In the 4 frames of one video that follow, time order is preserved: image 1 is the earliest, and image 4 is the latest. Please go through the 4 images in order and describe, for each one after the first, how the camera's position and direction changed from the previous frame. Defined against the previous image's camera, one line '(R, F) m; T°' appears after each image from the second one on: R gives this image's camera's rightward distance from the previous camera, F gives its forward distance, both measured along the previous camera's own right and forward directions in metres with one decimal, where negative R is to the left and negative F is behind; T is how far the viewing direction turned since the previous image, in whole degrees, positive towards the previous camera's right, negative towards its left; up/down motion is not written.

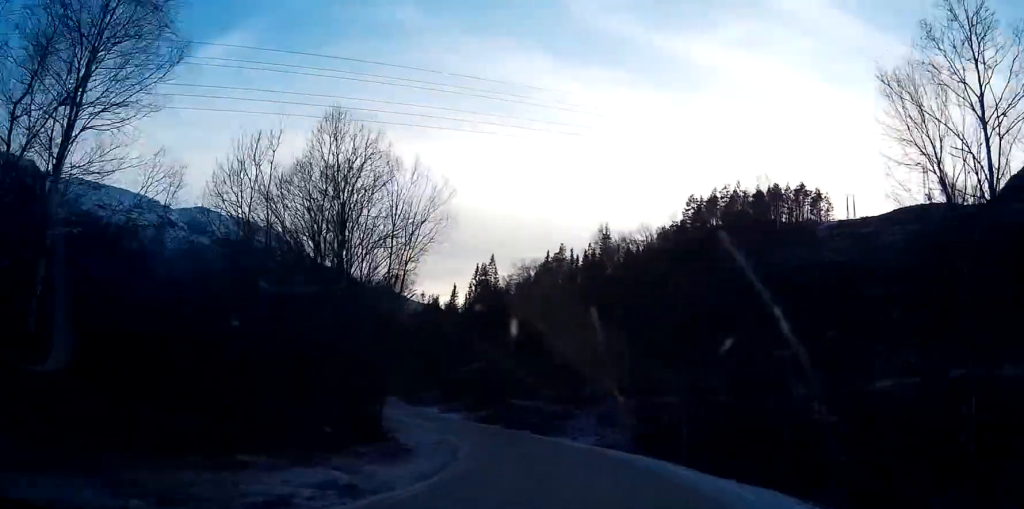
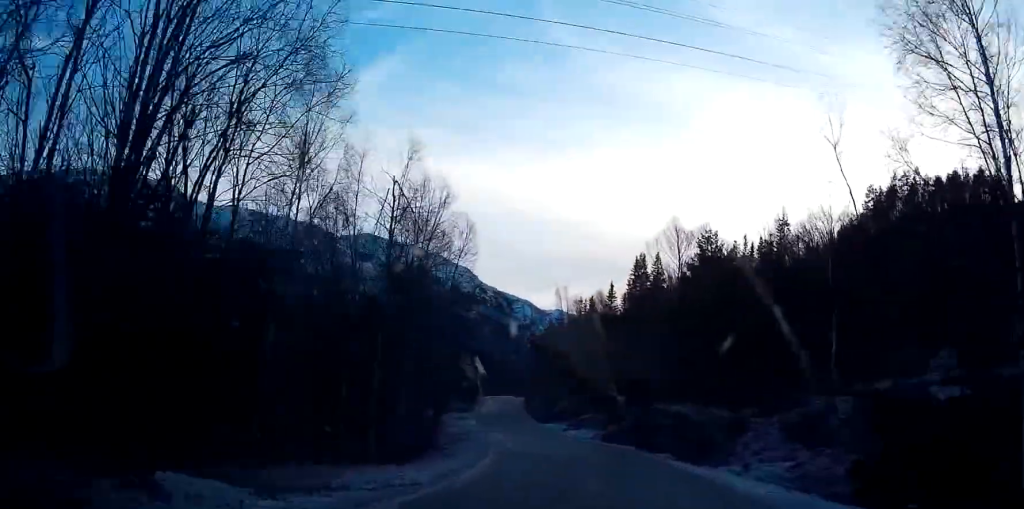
(-2.5, +23.4) m; -12°
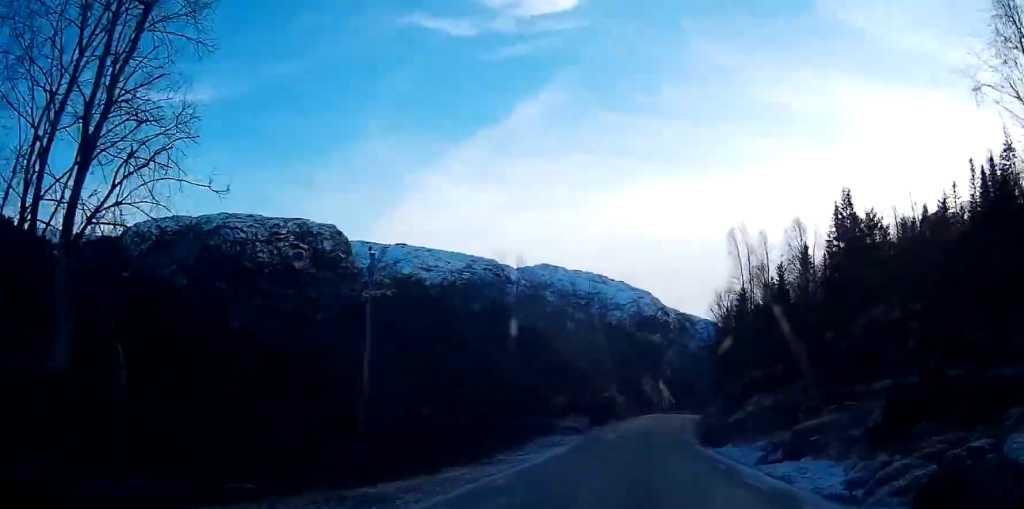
(-4.2, +37.7) m; -10°
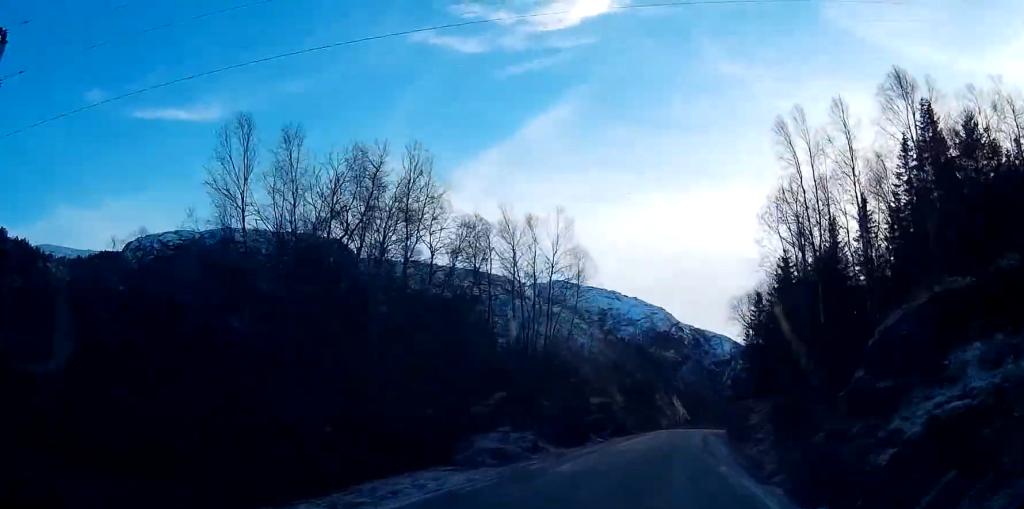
(-0.4, +26.2) m; -2°
